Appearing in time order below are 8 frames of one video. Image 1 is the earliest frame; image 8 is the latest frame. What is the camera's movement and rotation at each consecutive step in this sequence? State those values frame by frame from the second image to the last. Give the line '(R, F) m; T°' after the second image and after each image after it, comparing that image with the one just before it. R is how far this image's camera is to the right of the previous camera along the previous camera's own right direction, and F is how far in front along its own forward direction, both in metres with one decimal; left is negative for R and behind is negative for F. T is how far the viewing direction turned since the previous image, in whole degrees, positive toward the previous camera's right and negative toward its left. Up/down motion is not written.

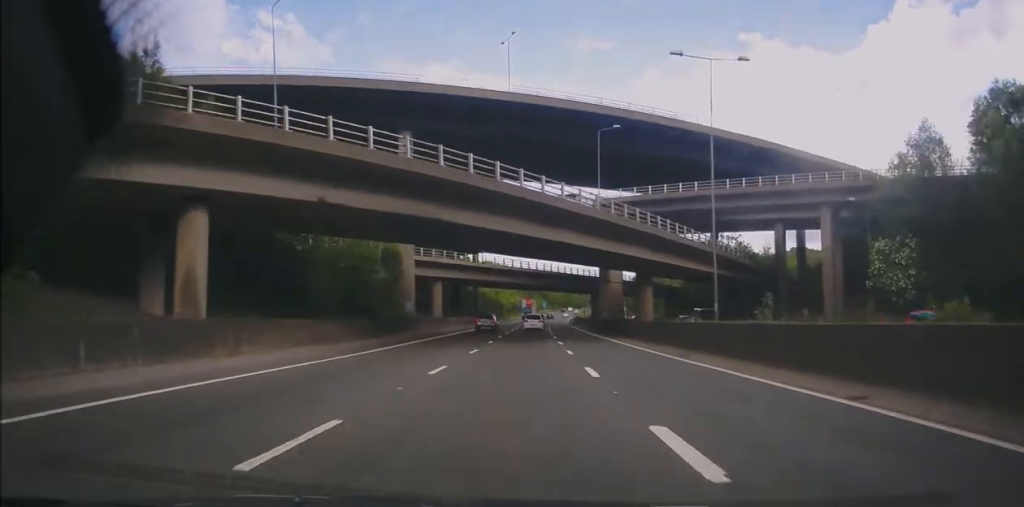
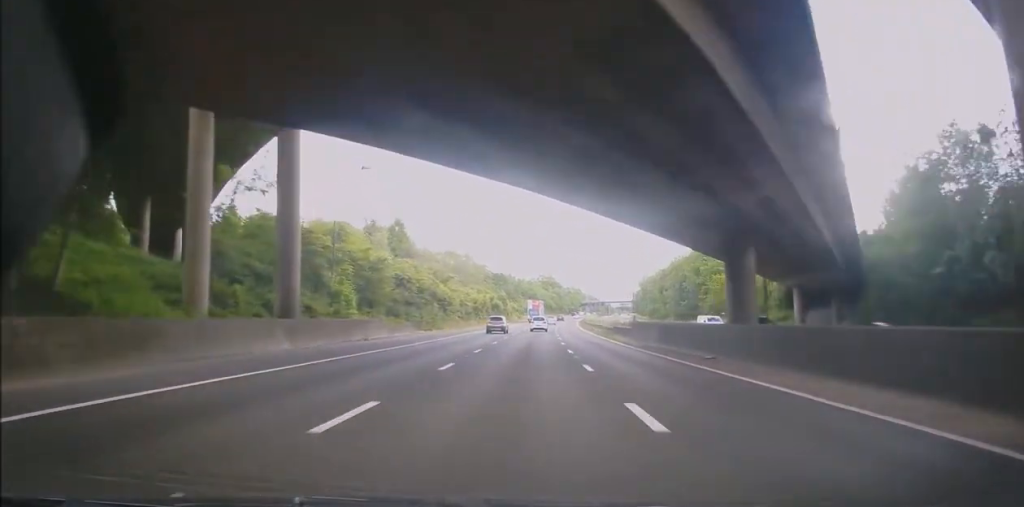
(+0.8, +79.3) m; +1°
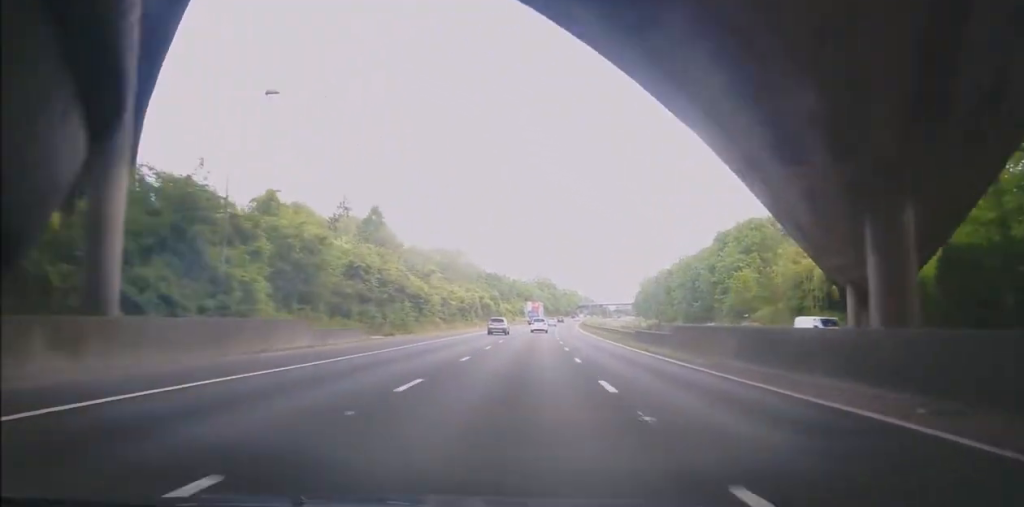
(+0.3, +13.4) m; +1°
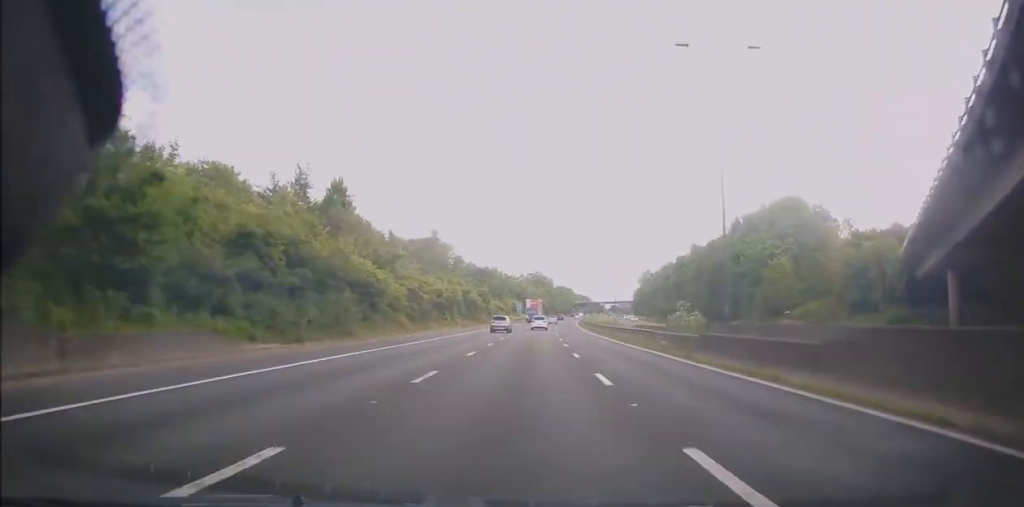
(+0.1, +16.3) m; 0°
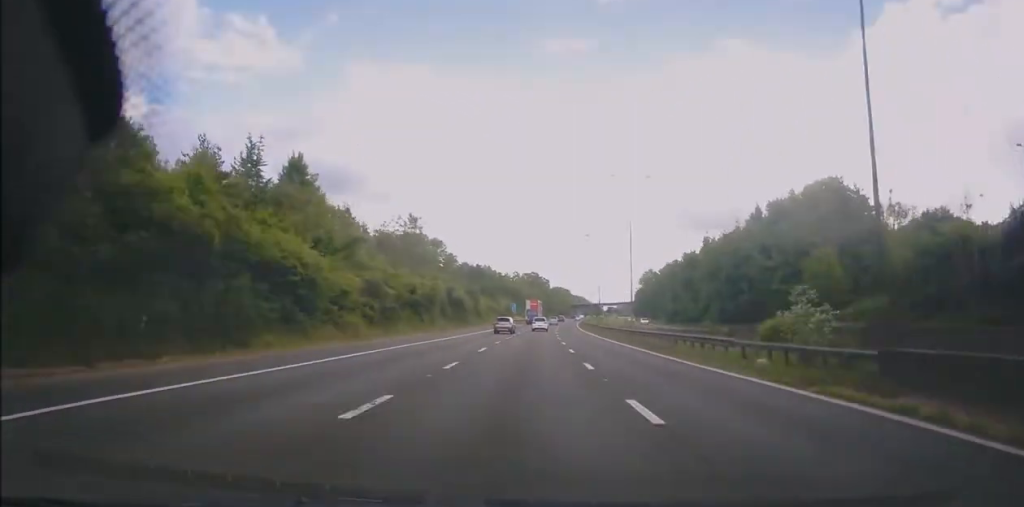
(0.0, +13.5) m; 0°
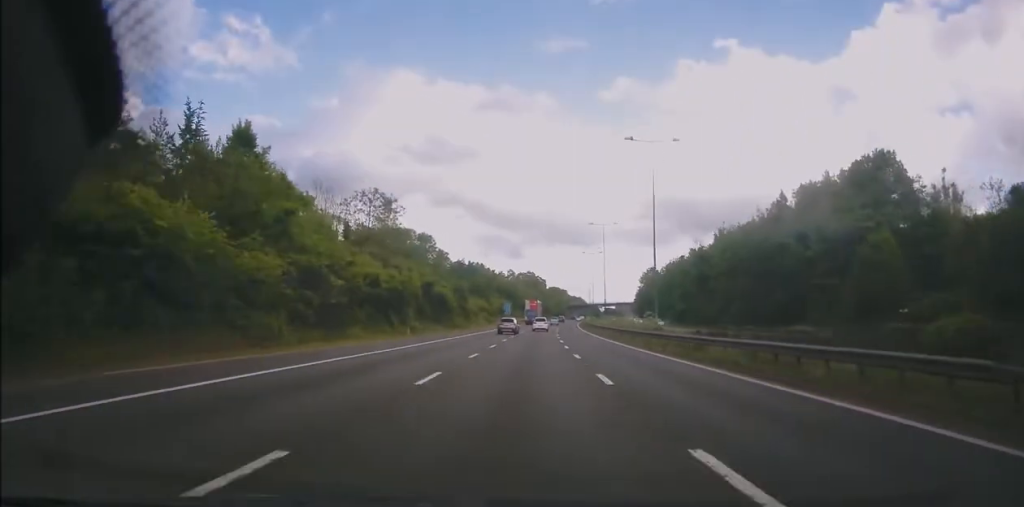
(0.0, +12.5) m; 0°
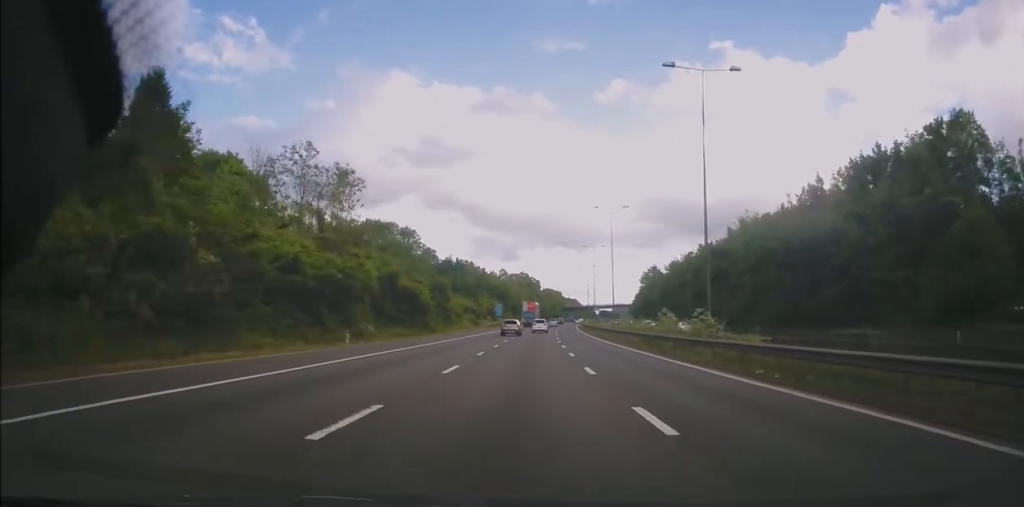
(-0.1, +14.6) m; +1°
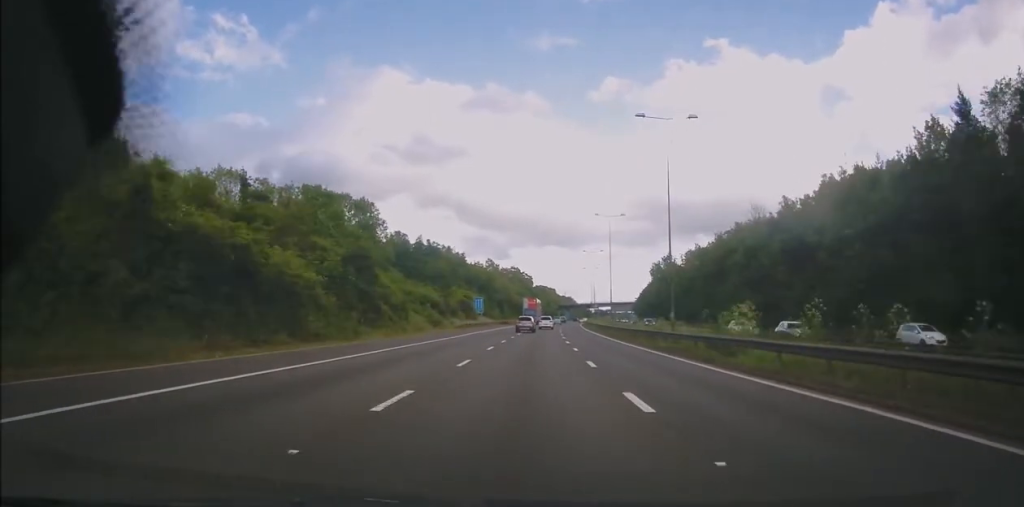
(+0.5, +33.6) m; +2°
